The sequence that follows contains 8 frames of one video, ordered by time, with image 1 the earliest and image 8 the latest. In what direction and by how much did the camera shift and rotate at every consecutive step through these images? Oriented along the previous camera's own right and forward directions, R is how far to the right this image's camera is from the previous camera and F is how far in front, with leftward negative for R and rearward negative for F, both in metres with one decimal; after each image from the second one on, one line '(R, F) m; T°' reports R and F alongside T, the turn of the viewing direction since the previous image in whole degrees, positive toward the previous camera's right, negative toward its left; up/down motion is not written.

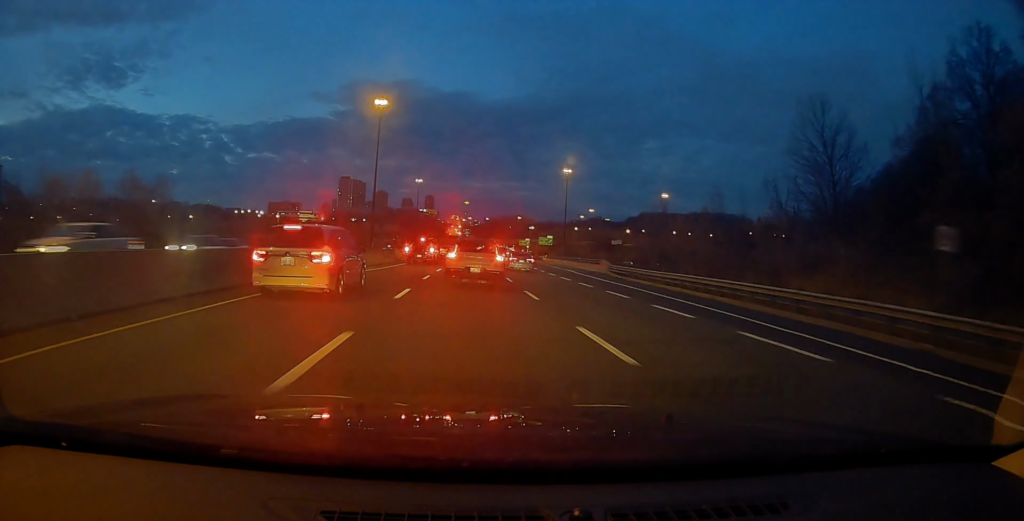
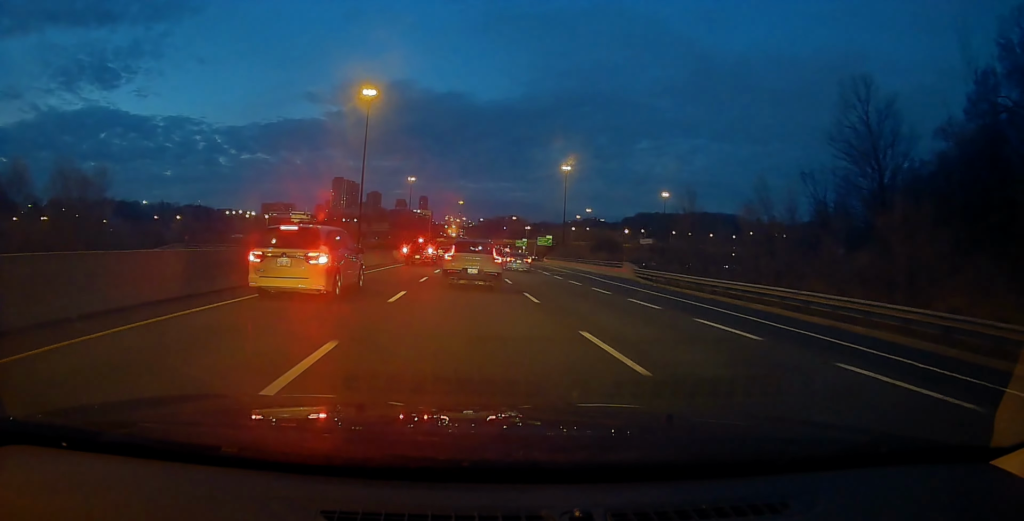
(+0.2, +10.1) m; +1°
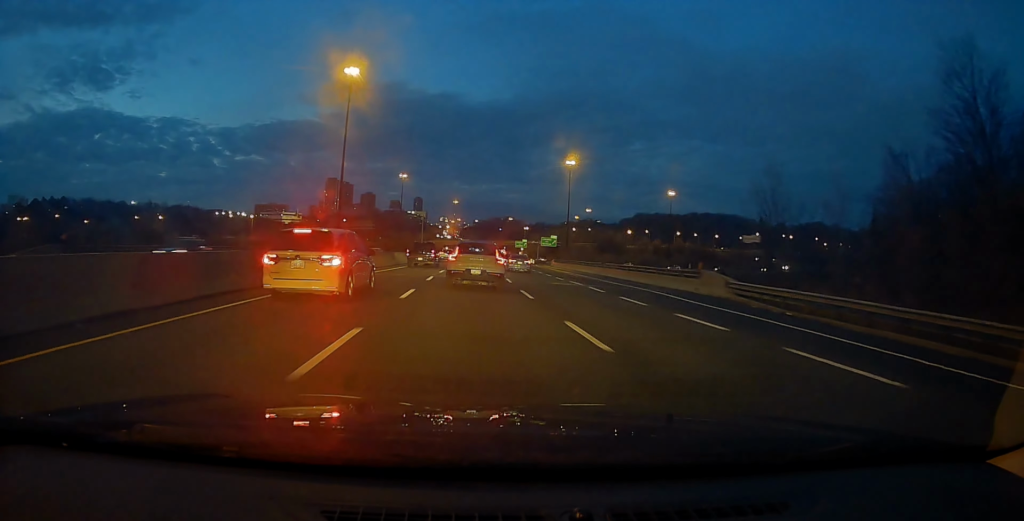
(+0.4, +17.1) m; +1°
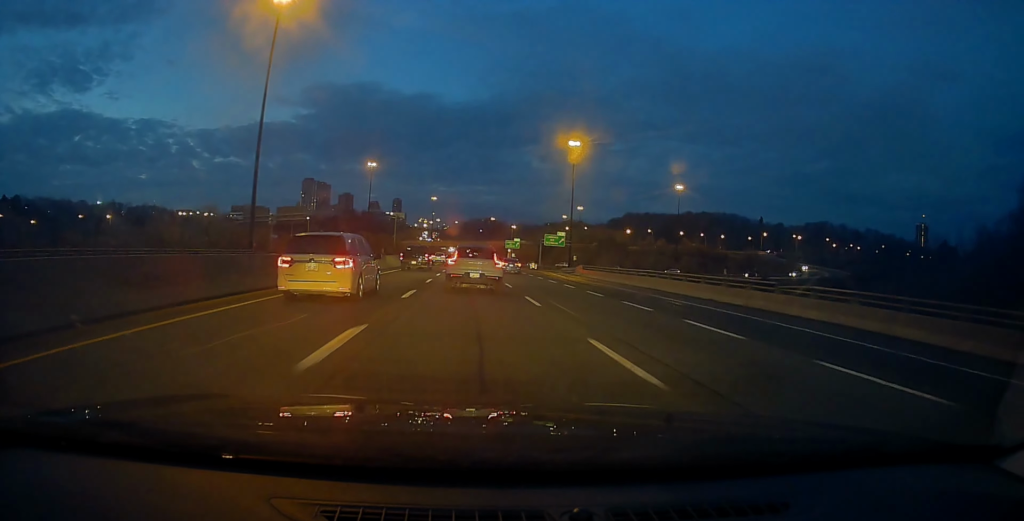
(+0.1, +36.2) m; +3°
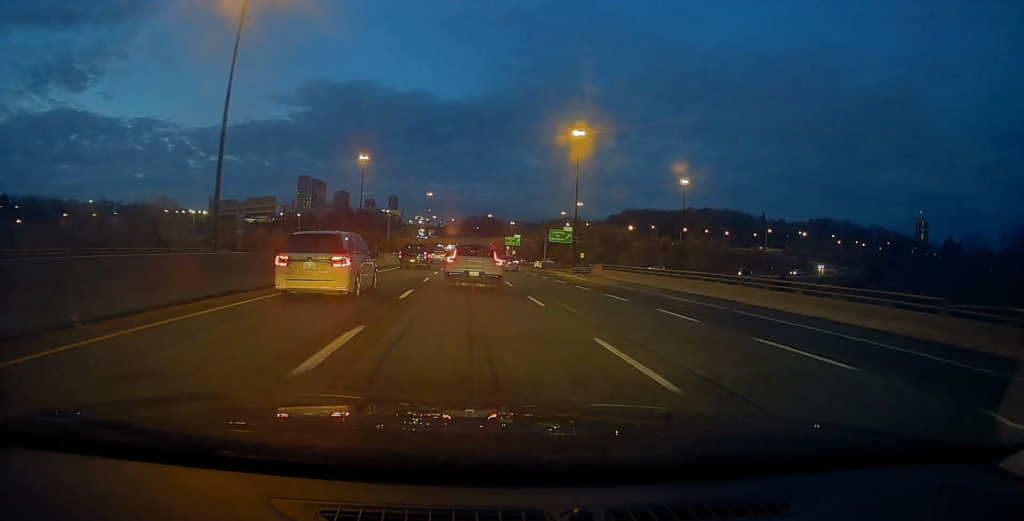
(+0.3, +9.7) m; 0°
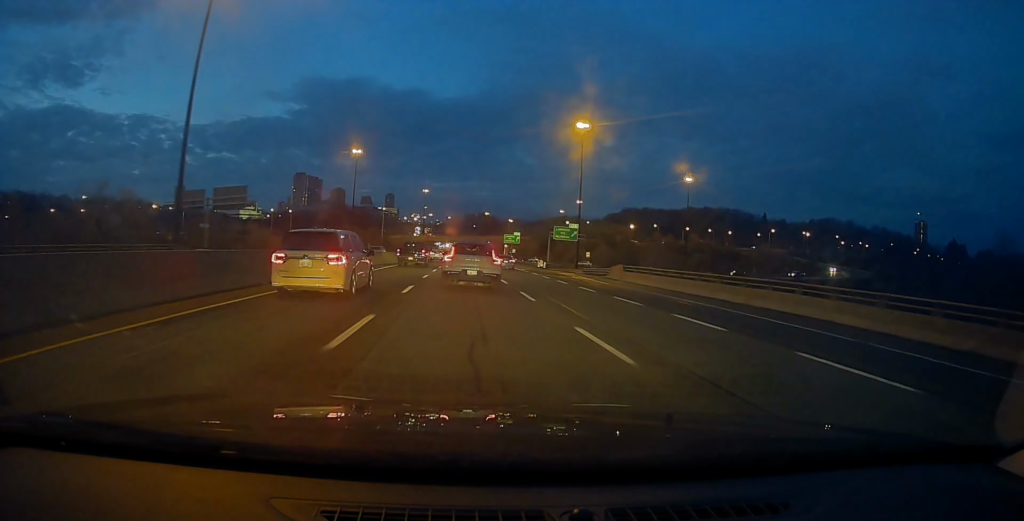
(+0.1, +7.7) m; 0°
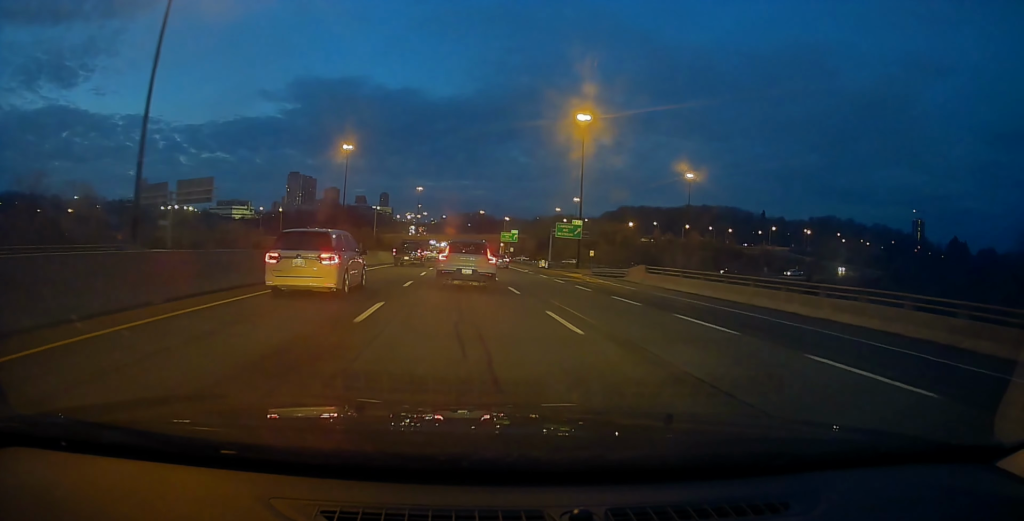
(-0.2, +6.7) m; 0°
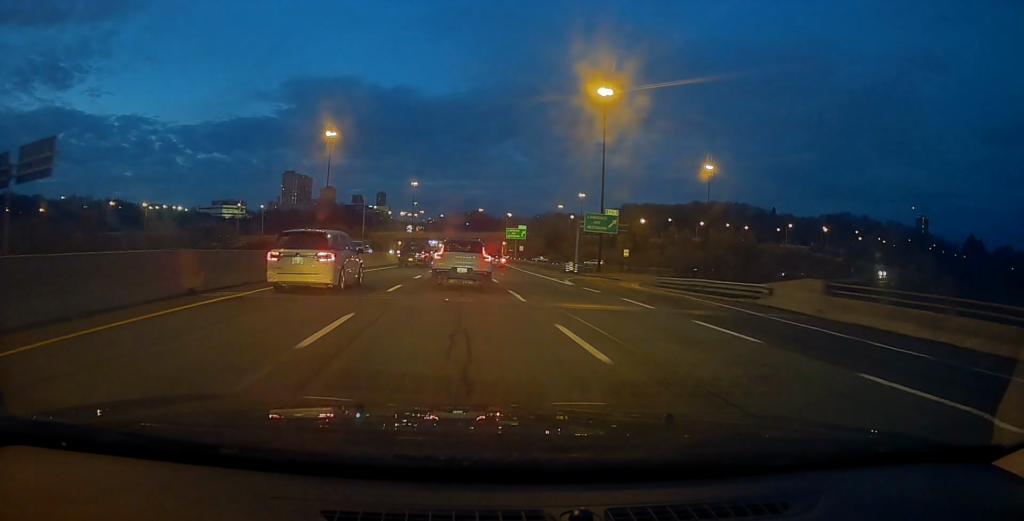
(+0.2, +21.6) m; +1°
